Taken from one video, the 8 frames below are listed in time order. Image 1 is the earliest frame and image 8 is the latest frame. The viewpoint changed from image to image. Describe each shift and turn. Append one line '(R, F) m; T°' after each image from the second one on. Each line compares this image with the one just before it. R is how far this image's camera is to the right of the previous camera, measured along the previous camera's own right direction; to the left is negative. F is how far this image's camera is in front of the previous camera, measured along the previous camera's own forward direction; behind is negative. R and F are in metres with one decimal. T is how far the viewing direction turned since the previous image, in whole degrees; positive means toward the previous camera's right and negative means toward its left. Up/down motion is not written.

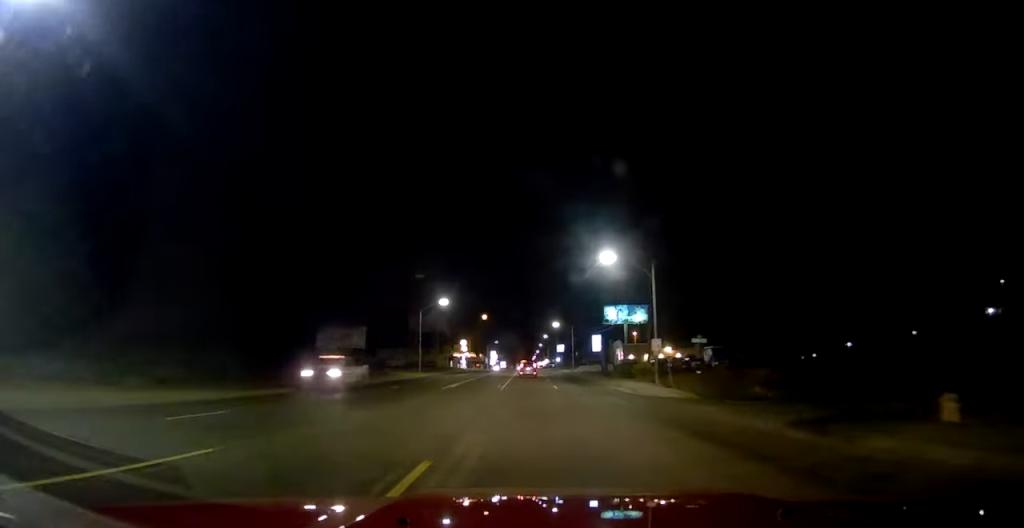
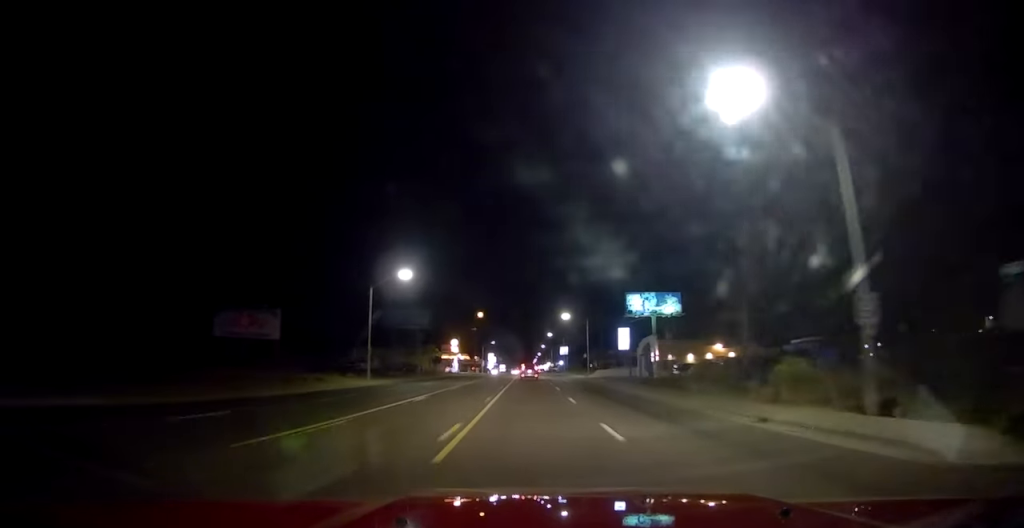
(-0.3, +24.6) m; -2°
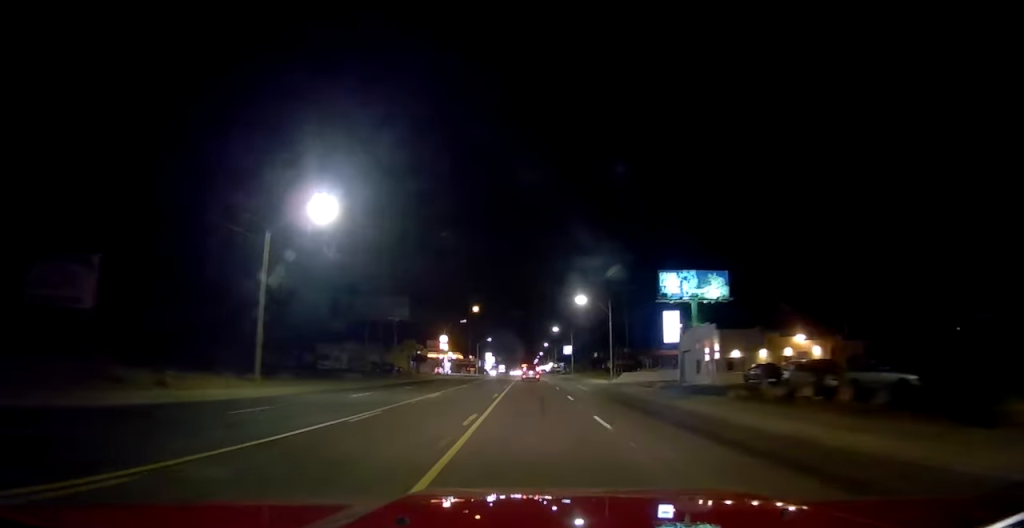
(-0.2, +21.1) m; +1°
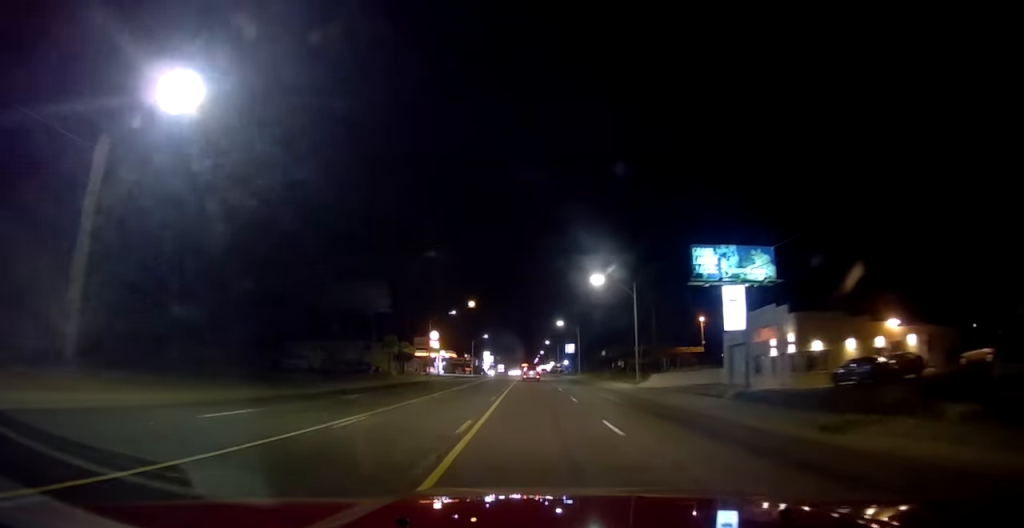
(+0.3, +13.7) m; +1°
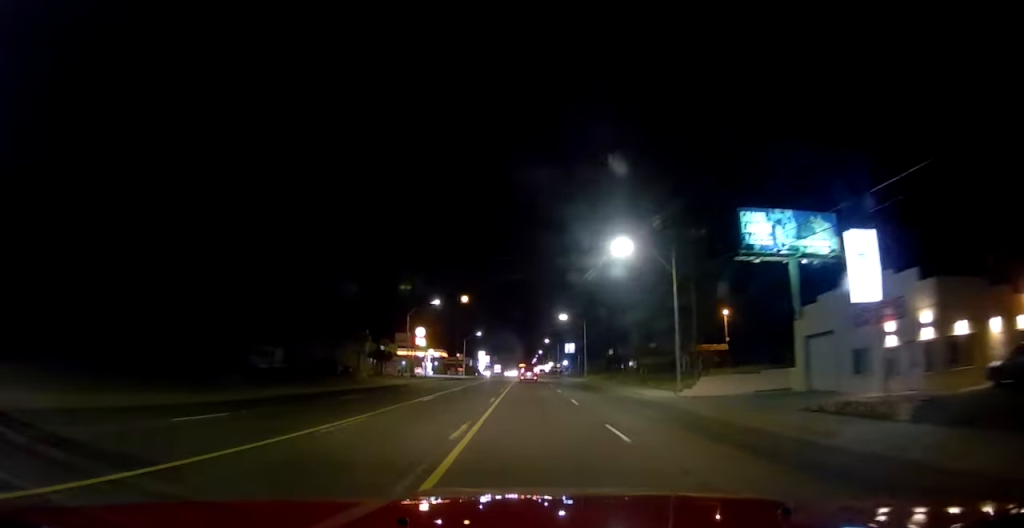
(+0.4, +13.1) m; -1°
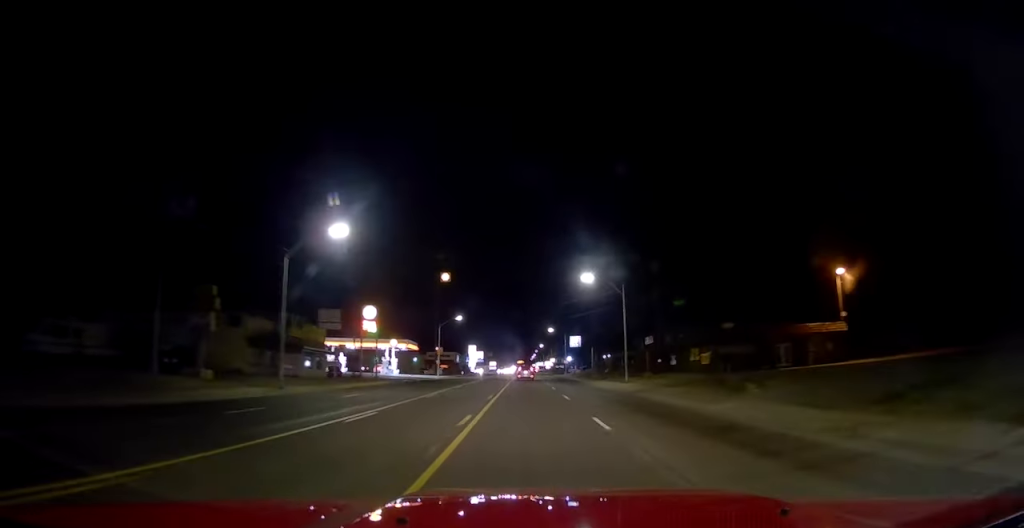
(0.0, +33.7) m; -2°
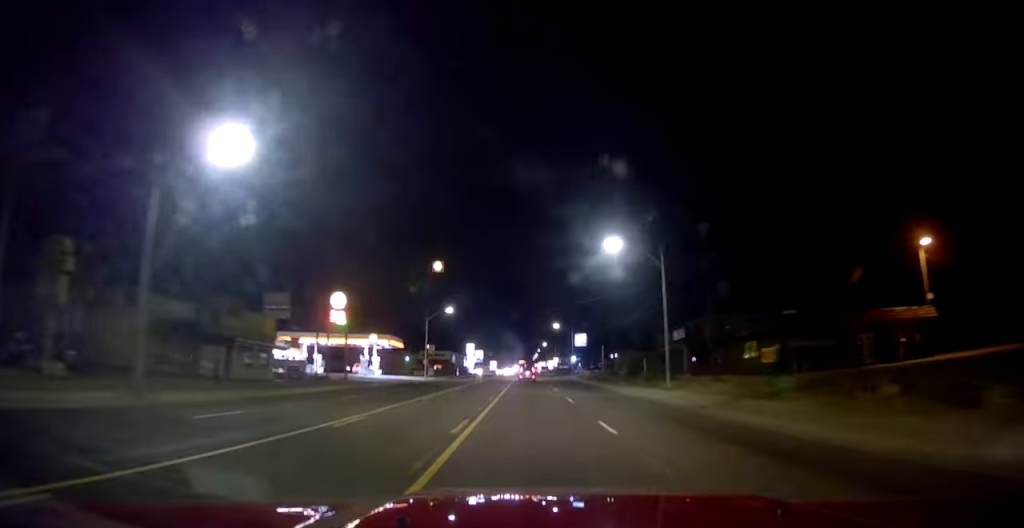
(-0.9, +13.1) m; 0°
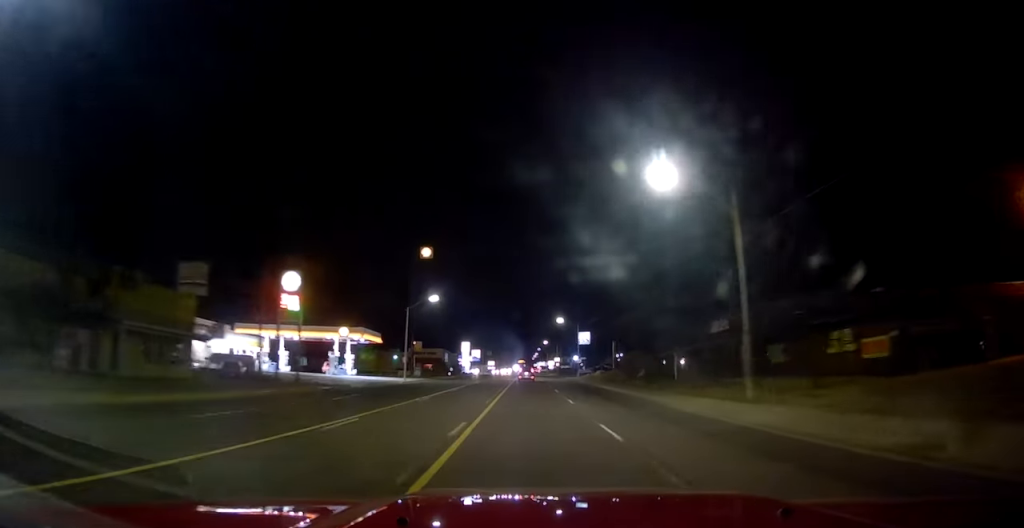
(-0.2, +12.6) m; +1°
